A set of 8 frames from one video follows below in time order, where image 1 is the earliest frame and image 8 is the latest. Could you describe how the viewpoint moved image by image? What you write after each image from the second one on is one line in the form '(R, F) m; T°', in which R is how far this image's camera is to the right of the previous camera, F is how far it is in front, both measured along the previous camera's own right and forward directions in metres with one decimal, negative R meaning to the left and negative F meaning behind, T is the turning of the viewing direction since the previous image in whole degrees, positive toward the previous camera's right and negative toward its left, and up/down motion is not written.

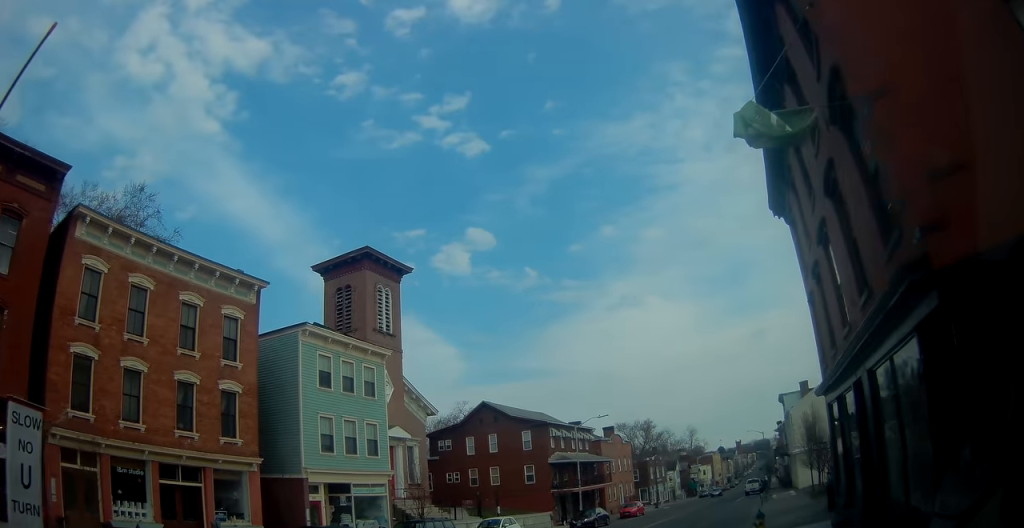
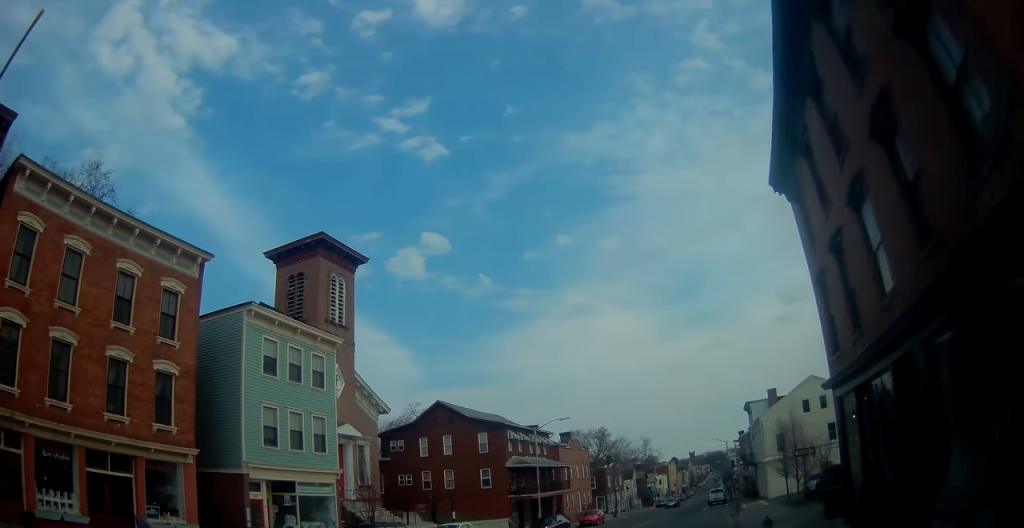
(-0.3, +2.5) m; +4°
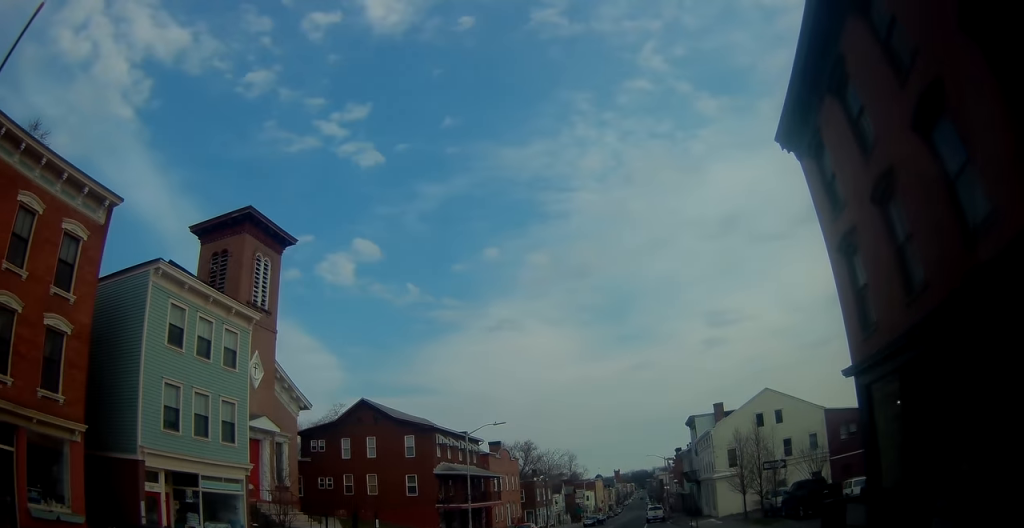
(+0.6, +3.6) m; +12°
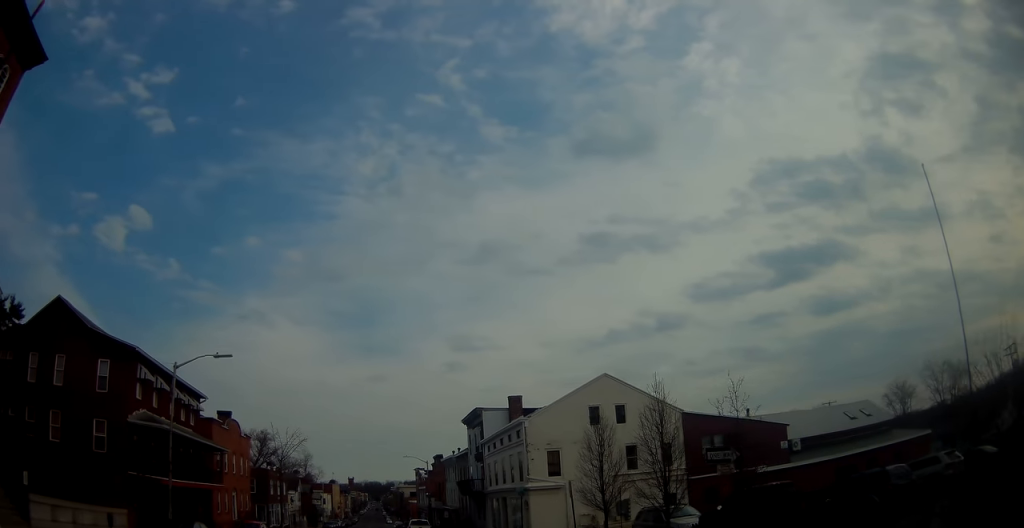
(+3.4, +13.8) m; +22°
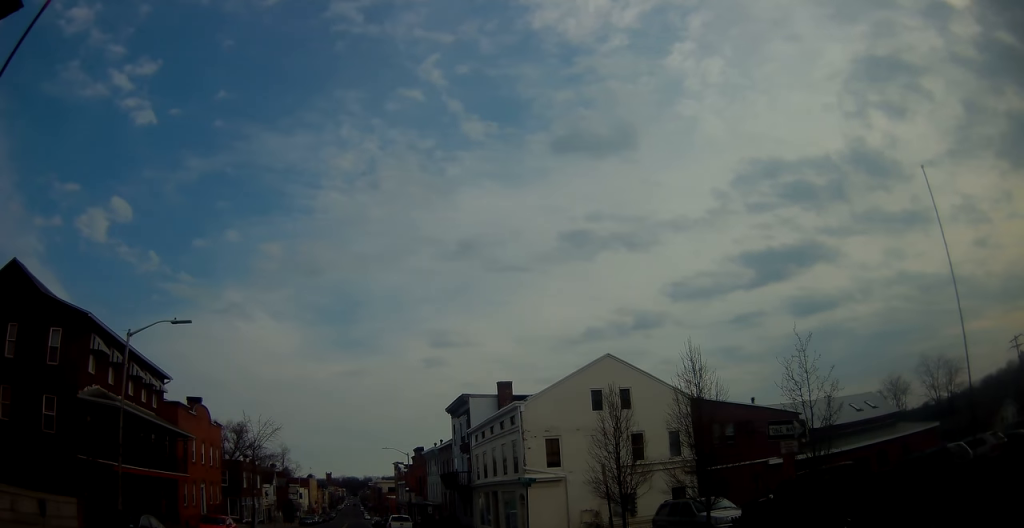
(+0.1, +3.4) m; +2°
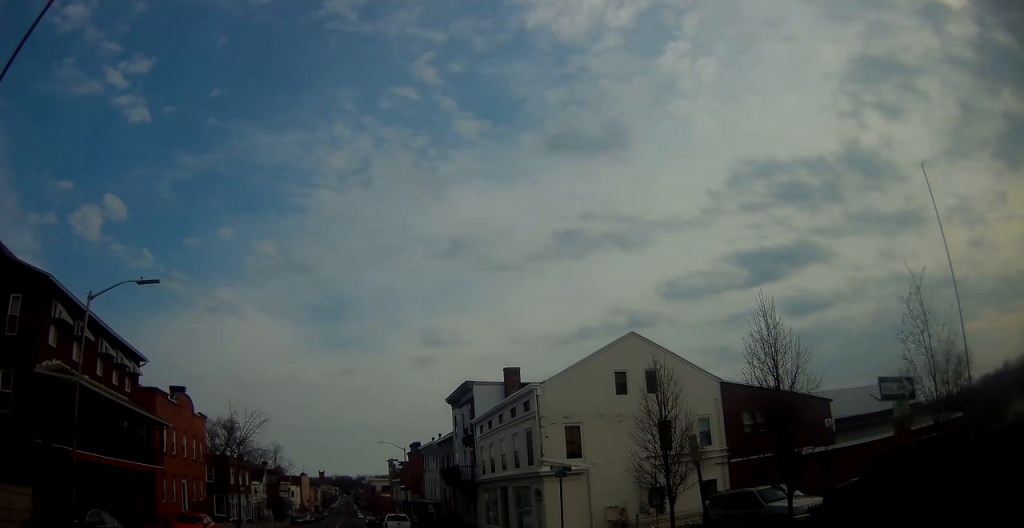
(0.0, +3.5) m; +2°
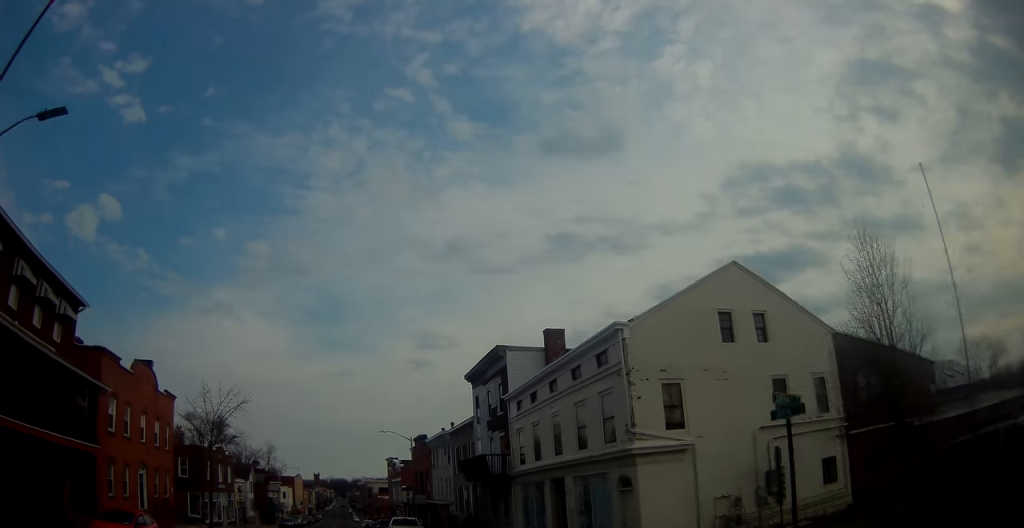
(+0.3, +8.2) m; 0°
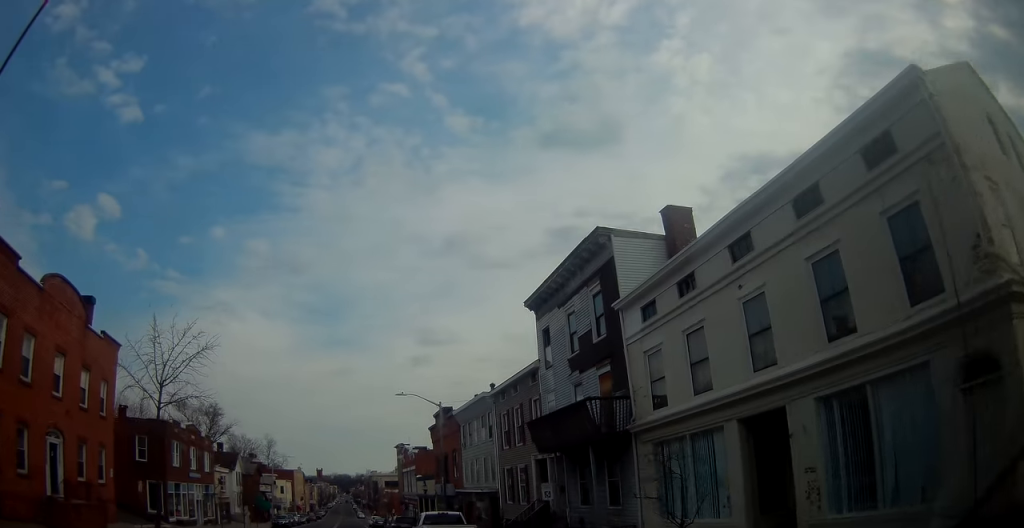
(-0.3, +11.9) m; 0°
